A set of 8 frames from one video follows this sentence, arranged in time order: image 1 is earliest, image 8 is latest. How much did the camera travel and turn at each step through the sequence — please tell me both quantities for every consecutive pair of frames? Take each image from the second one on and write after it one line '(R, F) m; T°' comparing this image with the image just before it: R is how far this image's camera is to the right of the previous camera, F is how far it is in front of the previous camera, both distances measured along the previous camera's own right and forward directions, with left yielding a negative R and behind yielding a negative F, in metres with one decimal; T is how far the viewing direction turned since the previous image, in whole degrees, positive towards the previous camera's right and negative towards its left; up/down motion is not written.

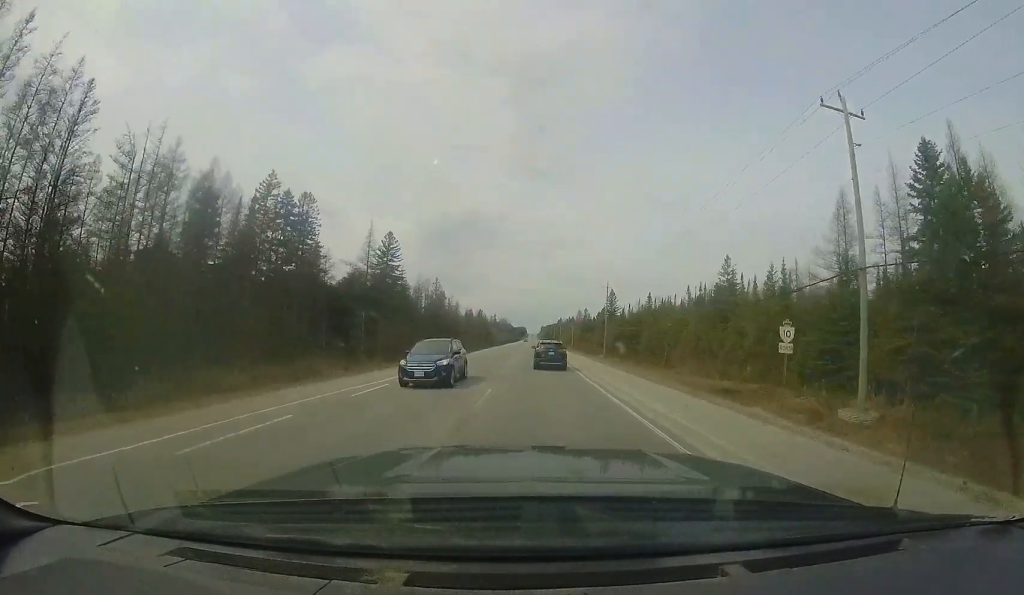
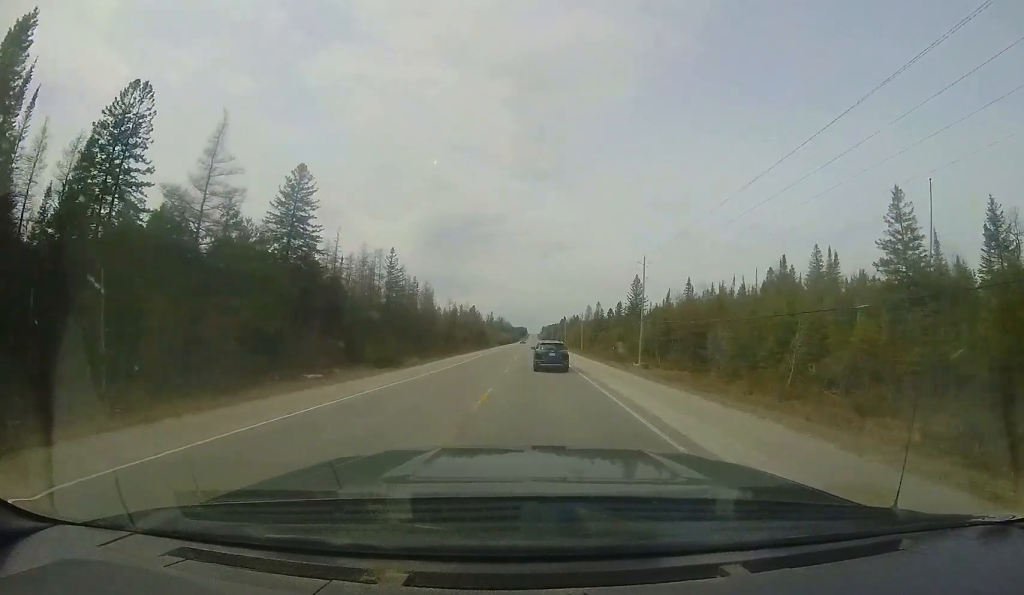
(+0.5, +26.5) m; +1°
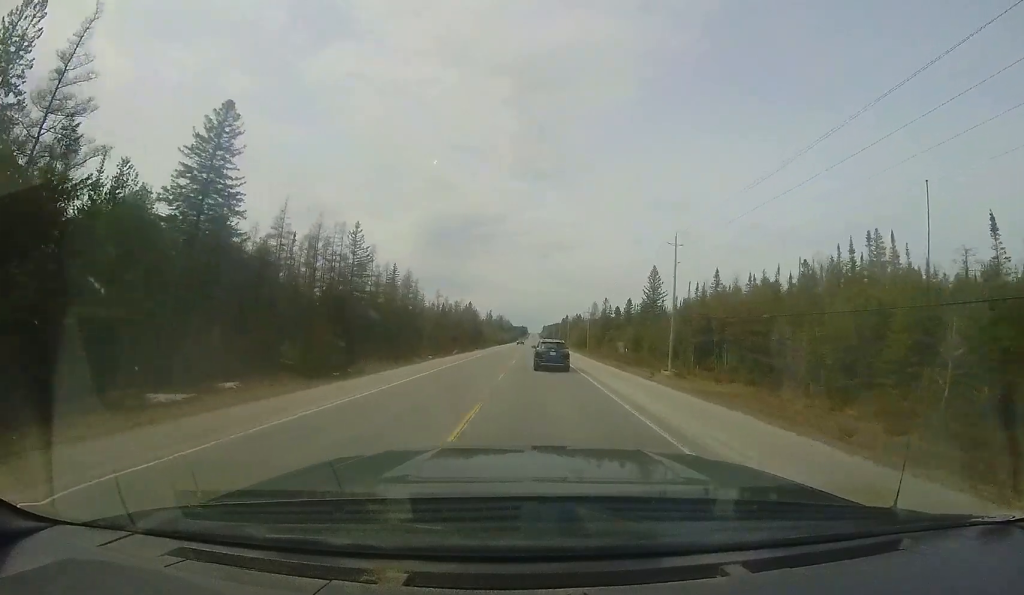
(-0.2, +11.9) m; 0°
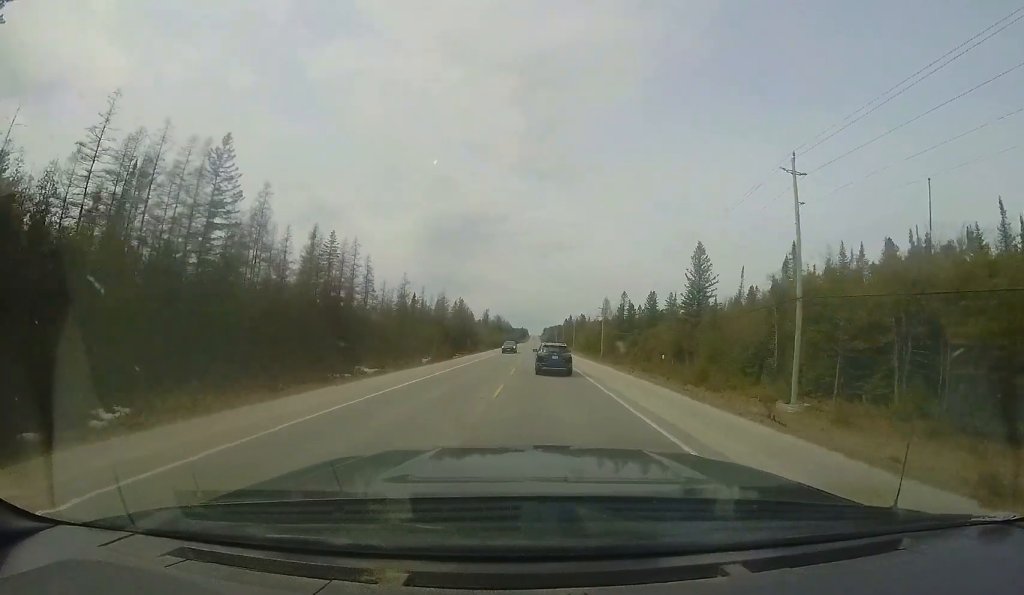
(+0.1, +21.5) m; 0°
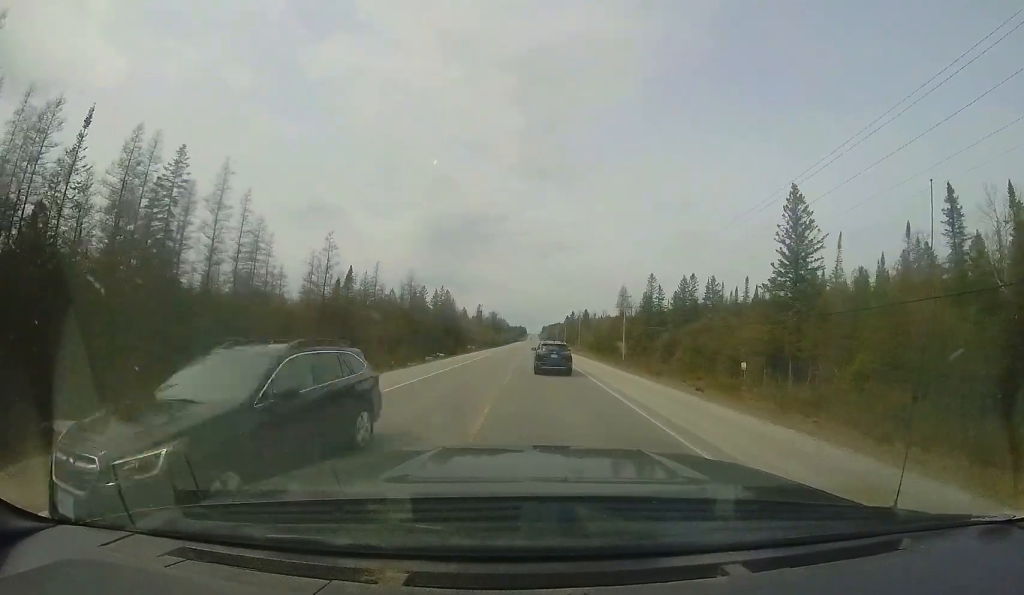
(-0.1, +22.3) m; 0°
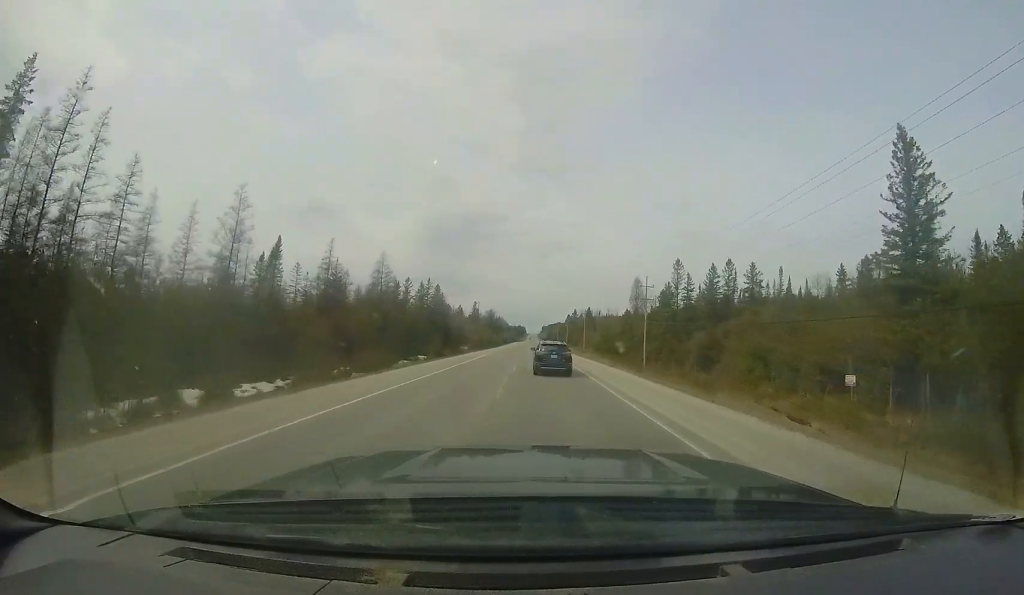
(-0.1, +12.7) m; 0°
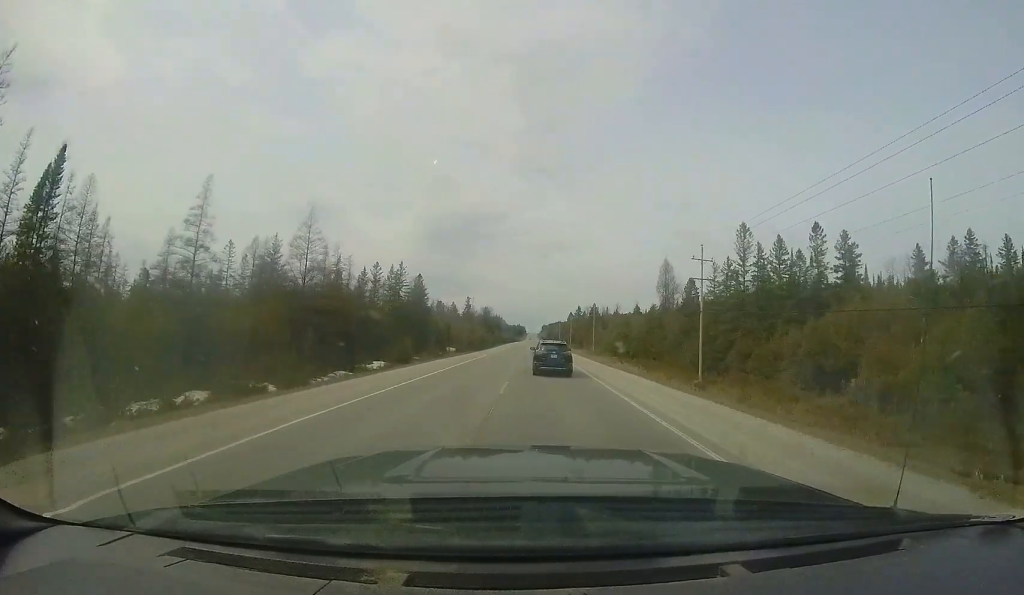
(+0.1, +18.3) m; +1°
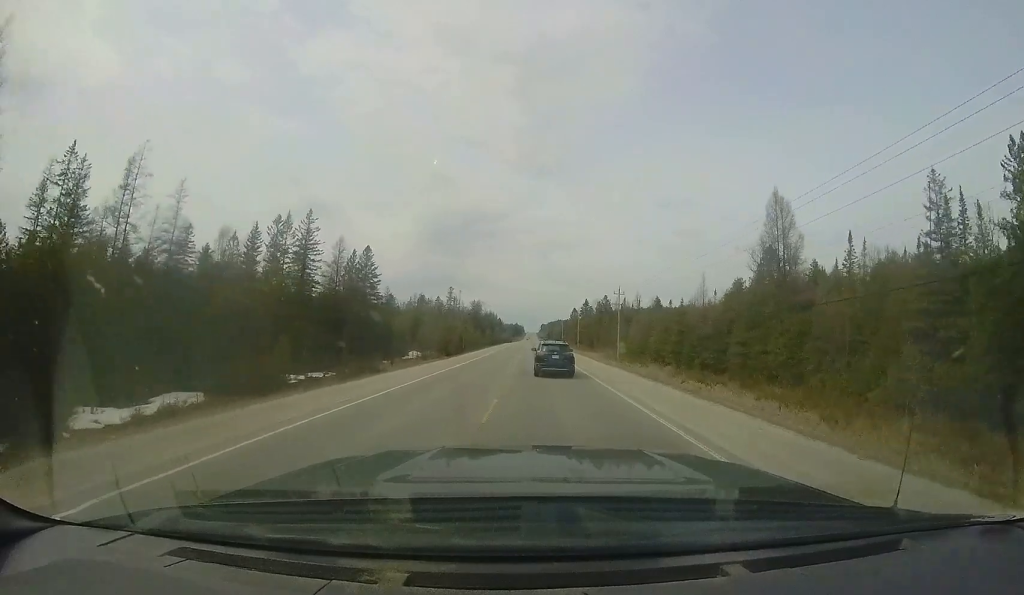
(+0.3, +30.0) m; 0°
